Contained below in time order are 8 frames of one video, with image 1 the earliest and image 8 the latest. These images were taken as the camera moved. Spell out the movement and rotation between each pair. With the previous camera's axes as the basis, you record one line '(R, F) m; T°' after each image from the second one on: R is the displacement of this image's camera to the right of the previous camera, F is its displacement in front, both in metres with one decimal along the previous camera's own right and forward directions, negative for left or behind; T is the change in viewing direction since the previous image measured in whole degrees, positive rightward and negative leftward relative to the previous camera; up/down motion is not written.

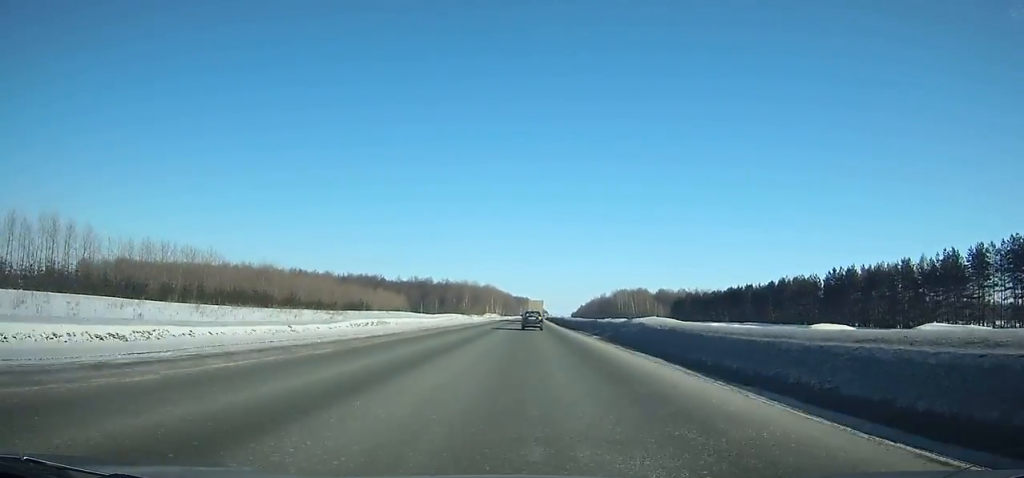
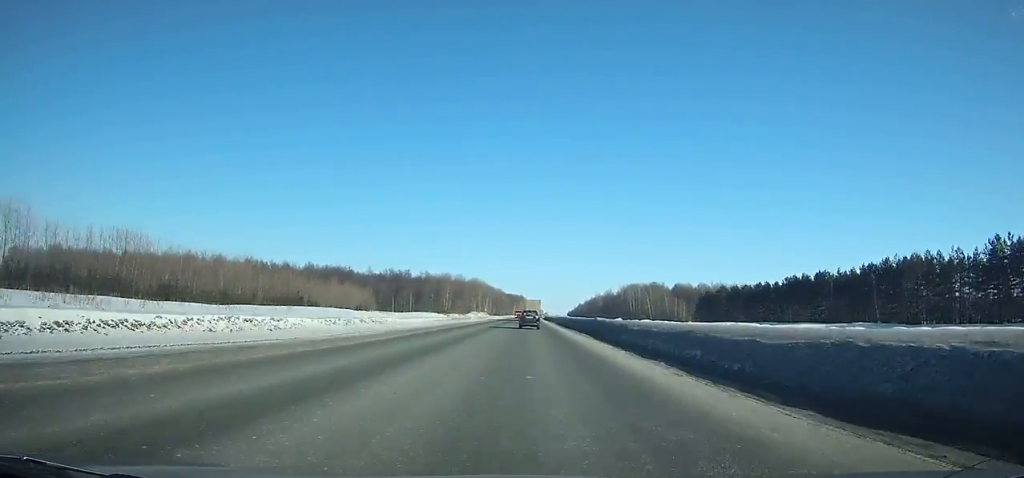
(+0.6, +58.4) m; +1°
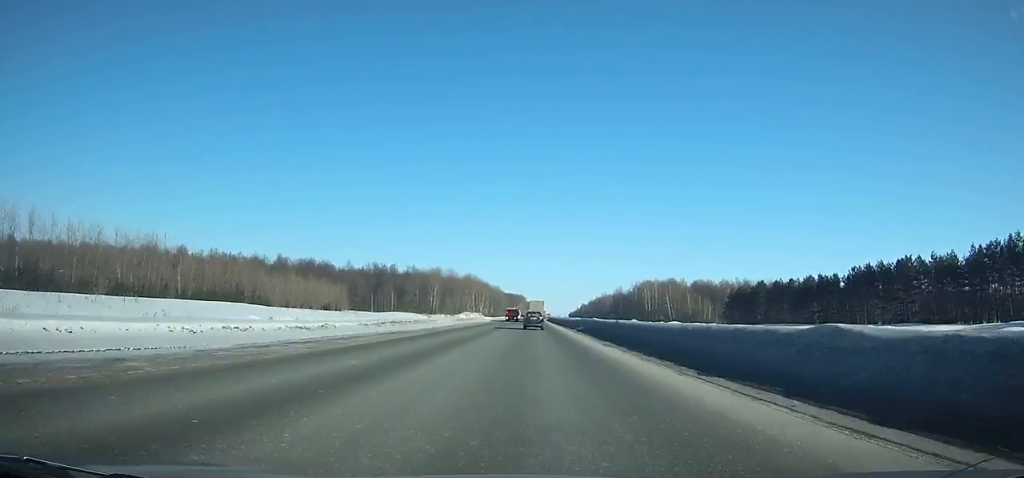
(+0.2, +38.1) m; 0°
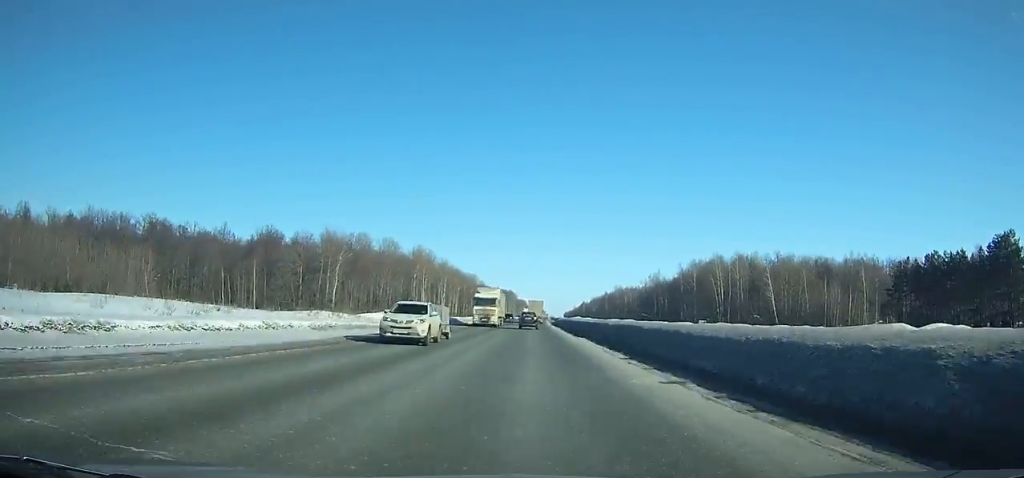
(+0.6, +113.9) m; +1°
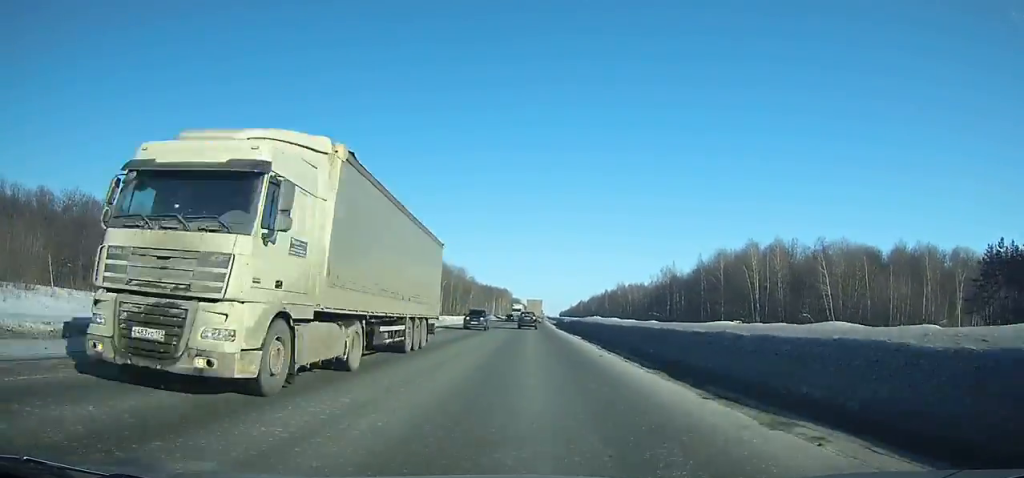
(0.0, +29.1) m; 0°
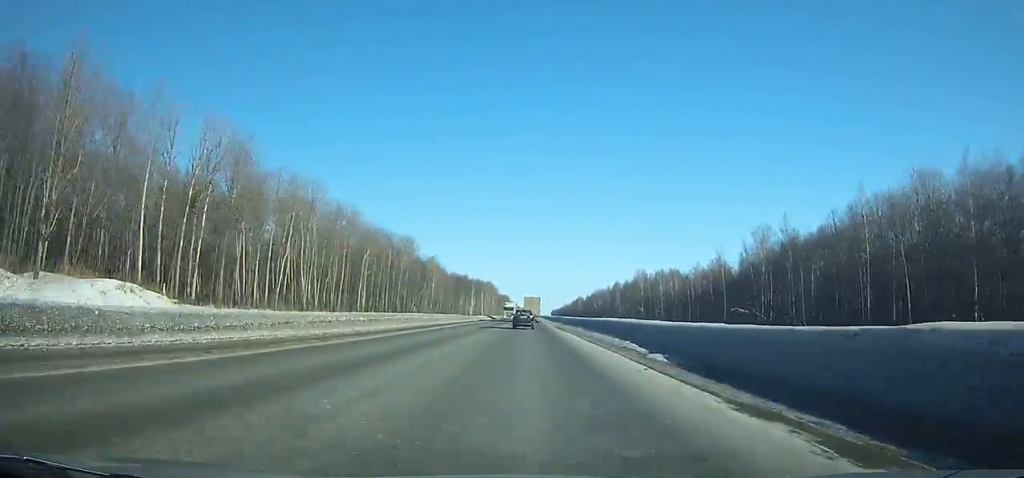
(+0.8, +89.5) m; +1°
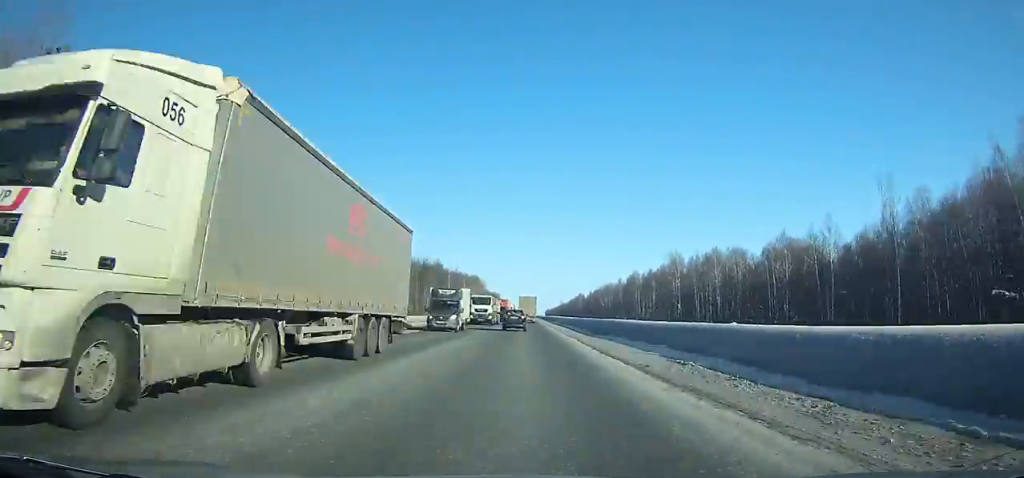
(+0.4, +69.1) m; +1°
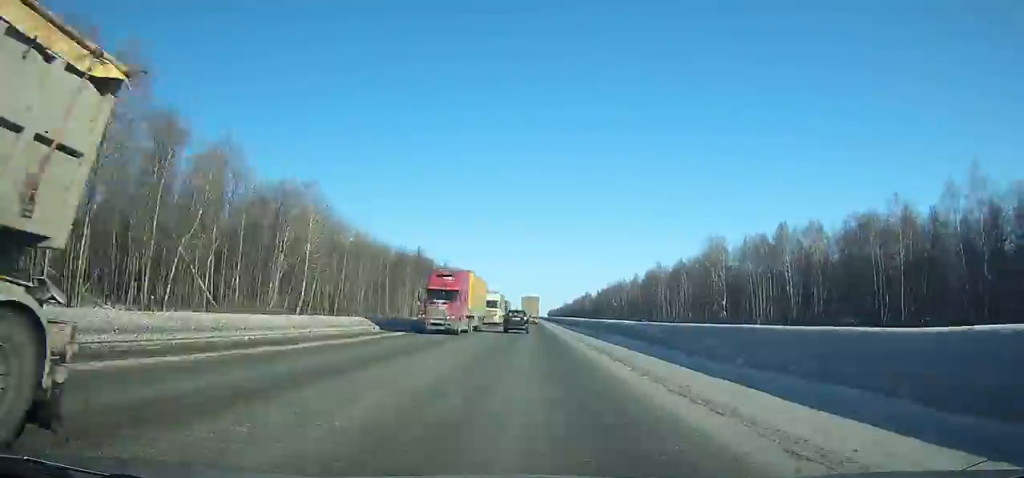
(+0.3, +39.9) m; 0°
